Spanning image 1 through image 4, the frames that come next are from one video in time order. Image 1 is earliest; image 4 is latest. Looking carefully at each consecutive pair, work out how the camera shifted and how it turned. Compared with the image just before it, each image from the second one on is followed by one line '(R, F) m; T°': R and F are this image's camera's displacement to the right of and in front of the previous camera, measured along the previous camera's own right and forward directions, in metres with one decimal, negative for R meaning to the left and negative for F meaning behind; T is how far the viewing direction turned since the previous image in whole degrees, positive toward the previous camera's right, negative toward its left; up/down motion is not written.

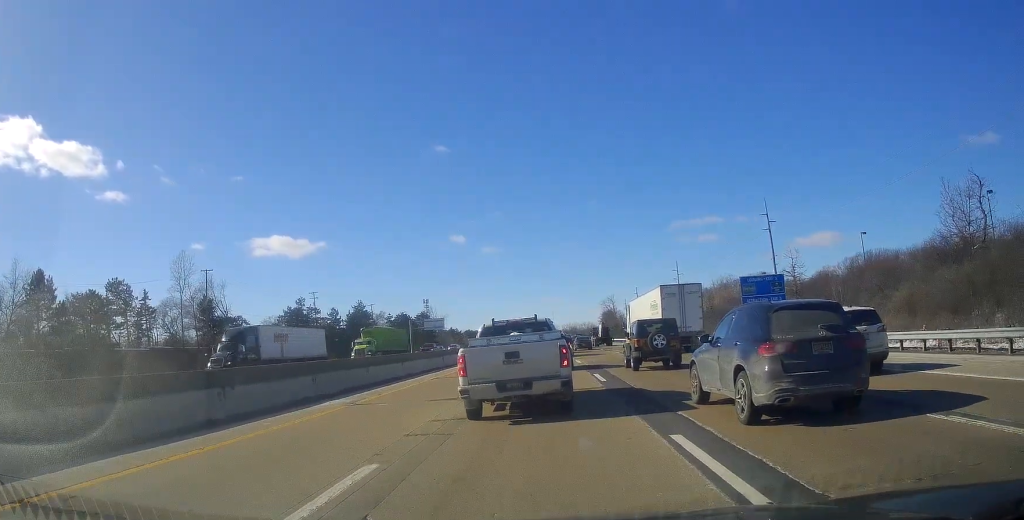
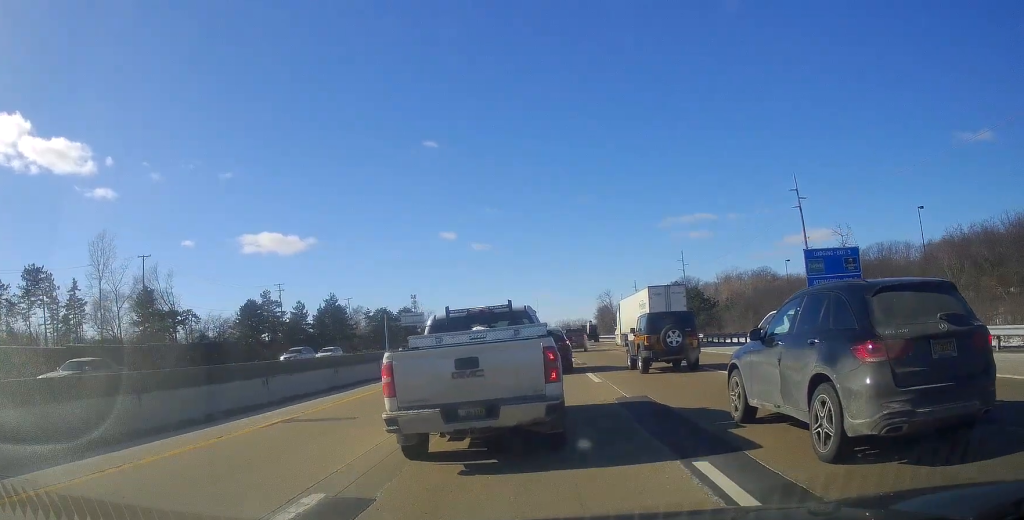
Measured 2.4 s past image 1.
(+0.1, +15.6) m; 0°
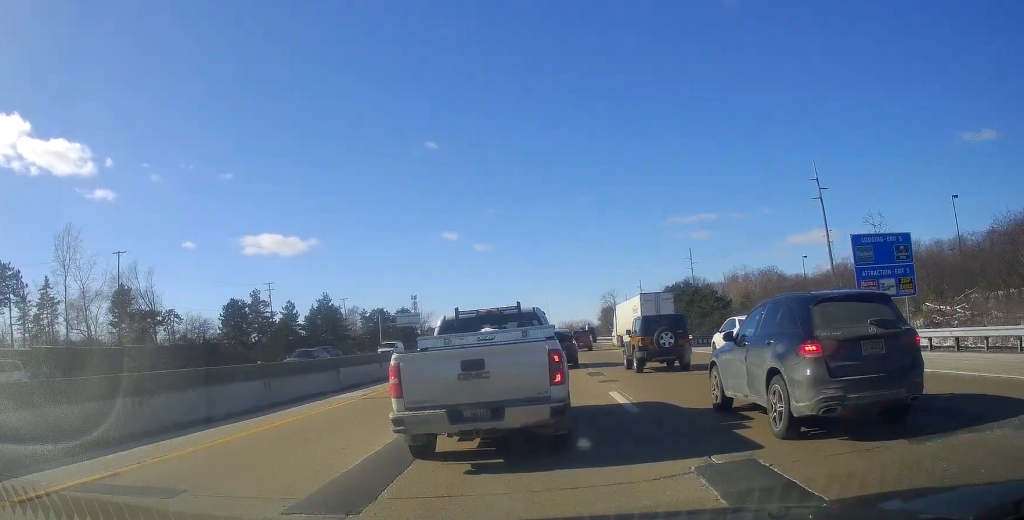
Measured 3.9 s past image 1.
(0.0, +5.8) m; 0°
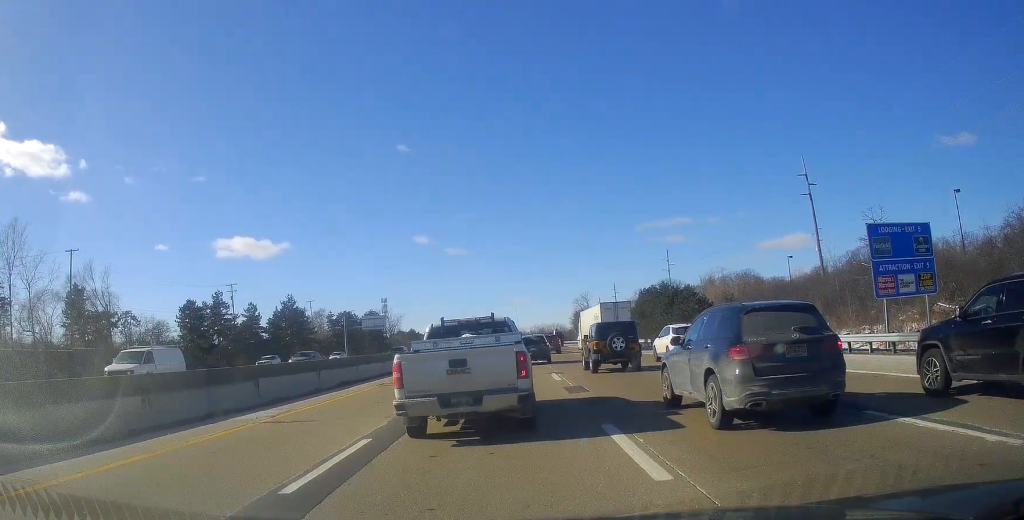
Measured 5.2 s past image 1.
(0.0, +4.7) m; +1°
